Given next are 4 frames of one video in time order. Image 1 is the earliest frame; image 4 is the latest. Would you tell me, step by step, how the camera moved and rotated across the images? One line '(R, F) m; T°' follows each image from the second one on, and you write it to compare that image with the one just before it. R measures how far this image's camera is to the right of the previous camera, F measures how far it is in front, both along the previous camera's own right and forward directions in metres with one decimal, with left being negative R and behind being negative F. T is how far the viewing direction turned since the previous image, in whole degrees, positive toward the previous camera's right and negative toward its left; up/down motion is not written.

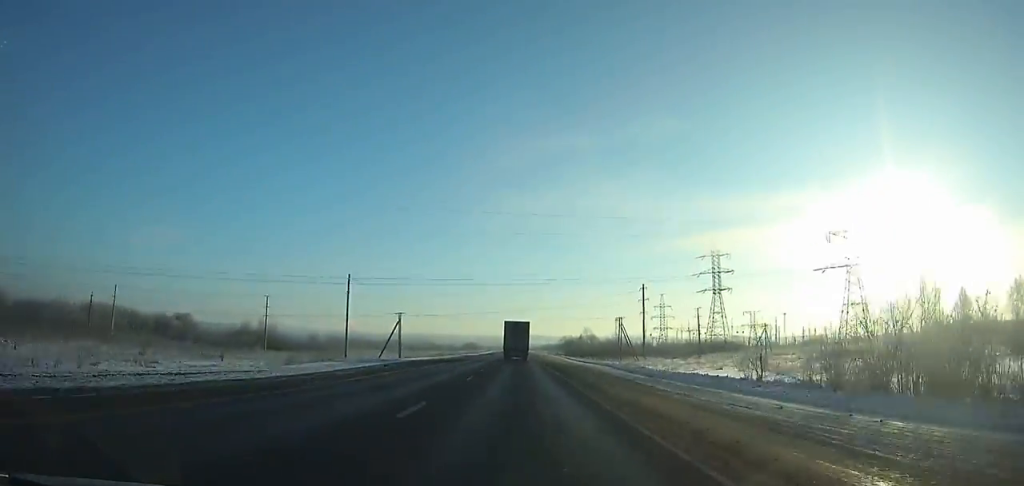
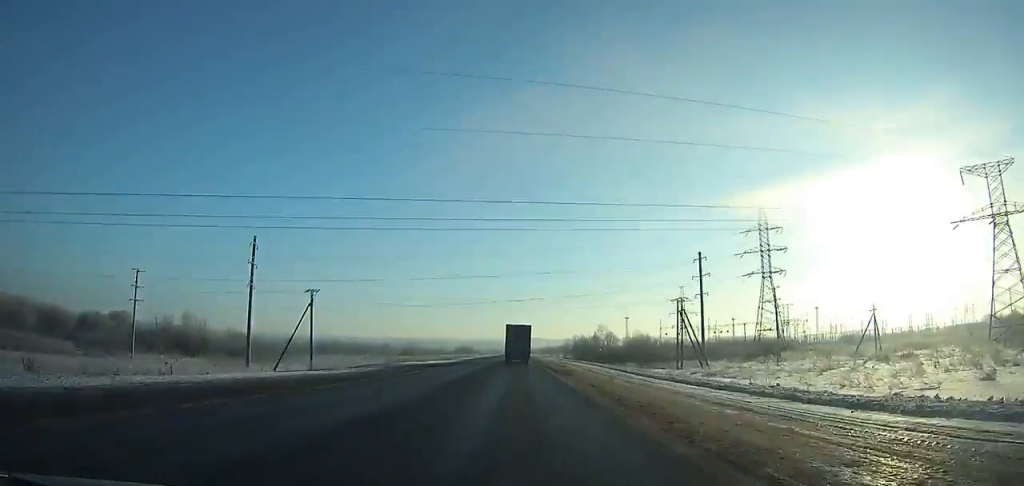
(0.0, +48.2) m; 0°
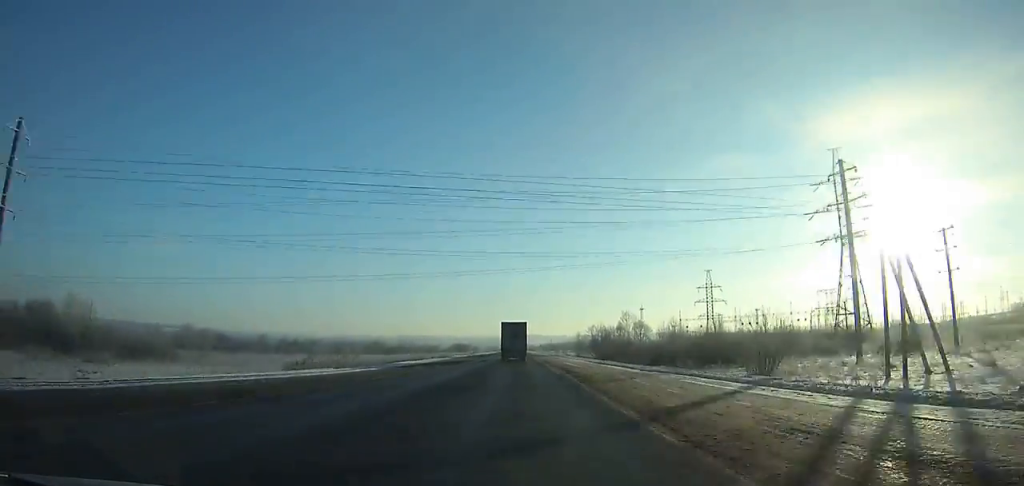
(-0.1, +48.1) m; 0°
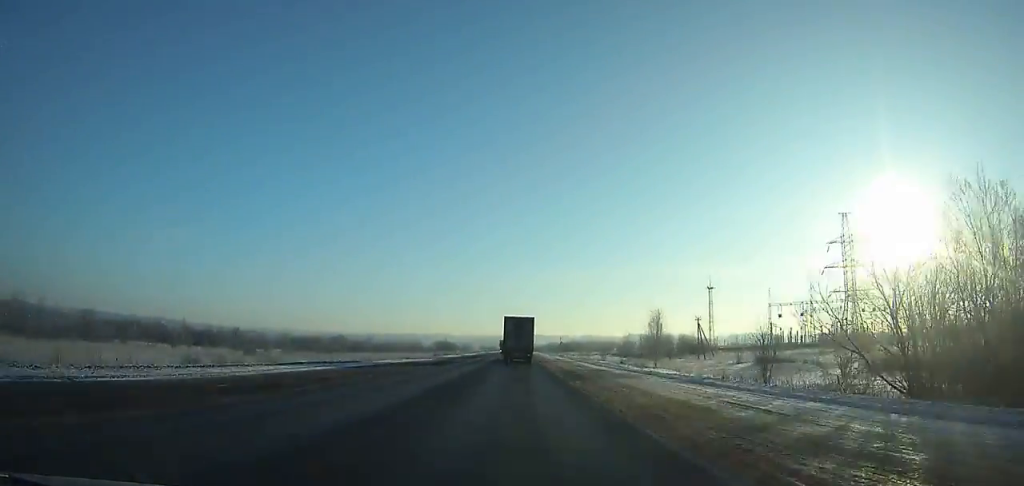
(+0.5, +118.6) m; +1°
